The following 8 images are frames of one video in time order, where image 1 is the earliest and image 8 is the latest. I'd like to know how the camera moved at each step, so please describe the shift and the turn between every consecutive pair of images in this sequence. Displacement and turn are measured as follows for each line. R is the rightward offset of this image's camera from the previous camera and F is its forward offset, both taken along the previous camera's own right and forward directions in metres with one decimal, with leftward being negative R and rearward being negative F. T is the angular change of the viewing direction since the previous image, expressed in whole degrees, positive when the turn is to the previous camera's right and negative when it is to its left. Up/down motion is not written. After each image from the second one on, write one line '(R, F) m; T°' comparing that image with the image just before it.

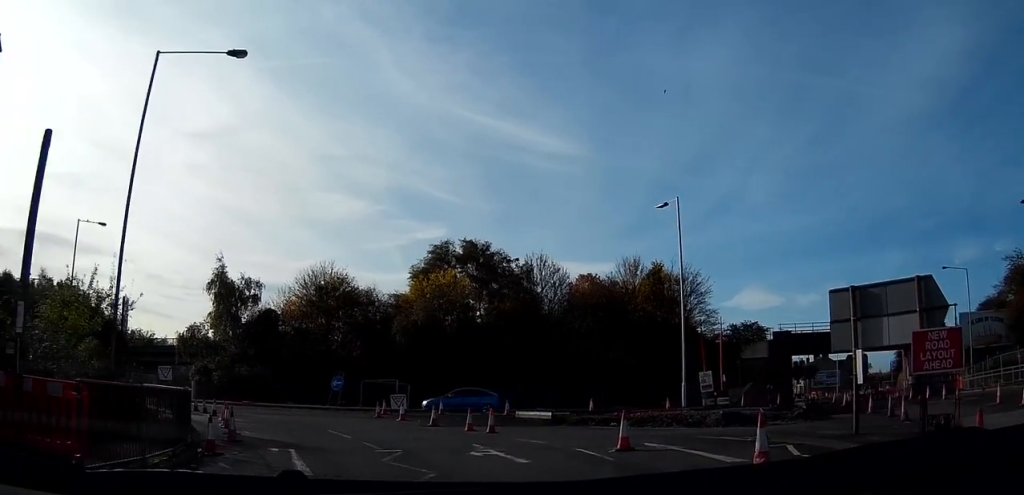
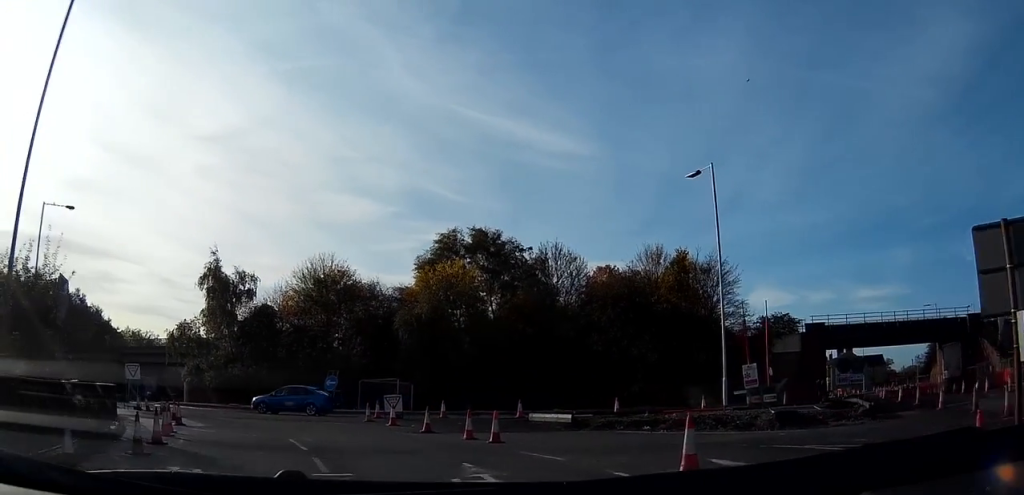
(+0.1, +5.3) m; 0°
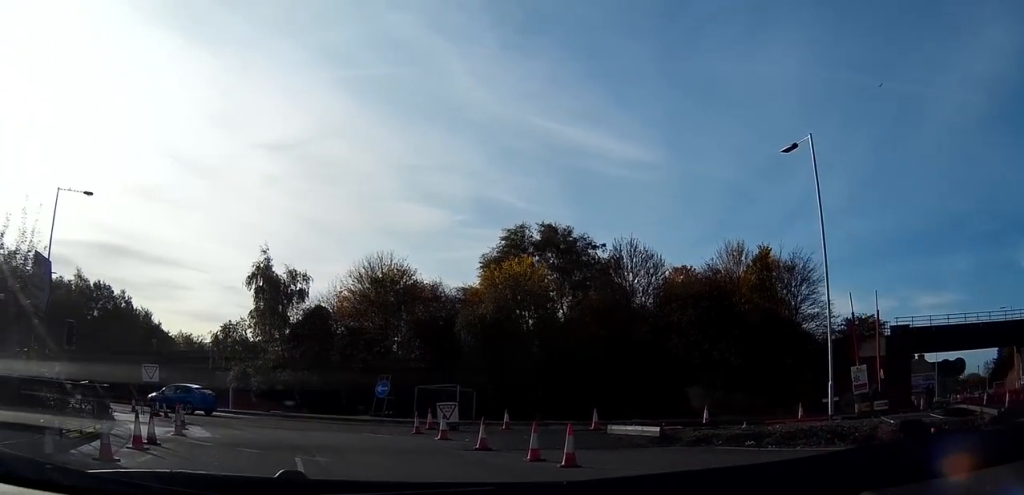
(0.0, +5.1) m; -4°
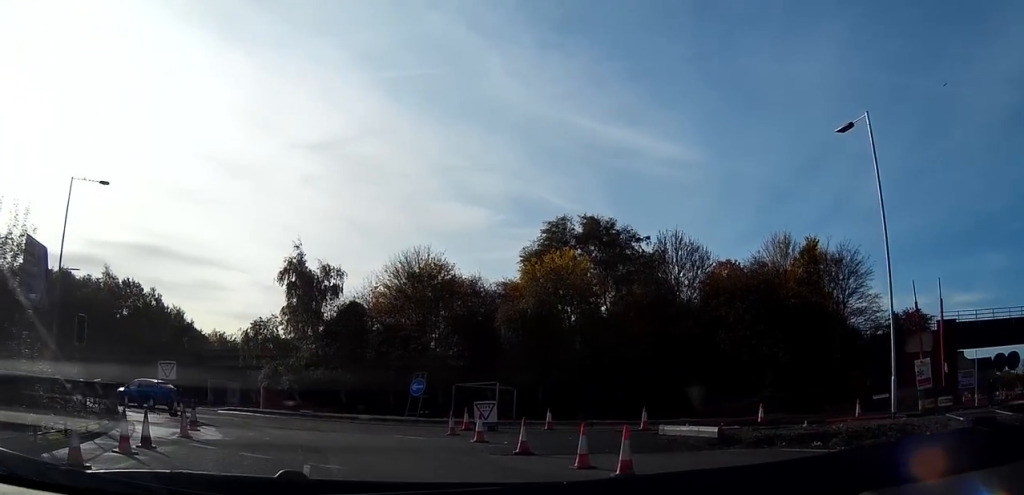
(-0.2, +2.2) m; -2°
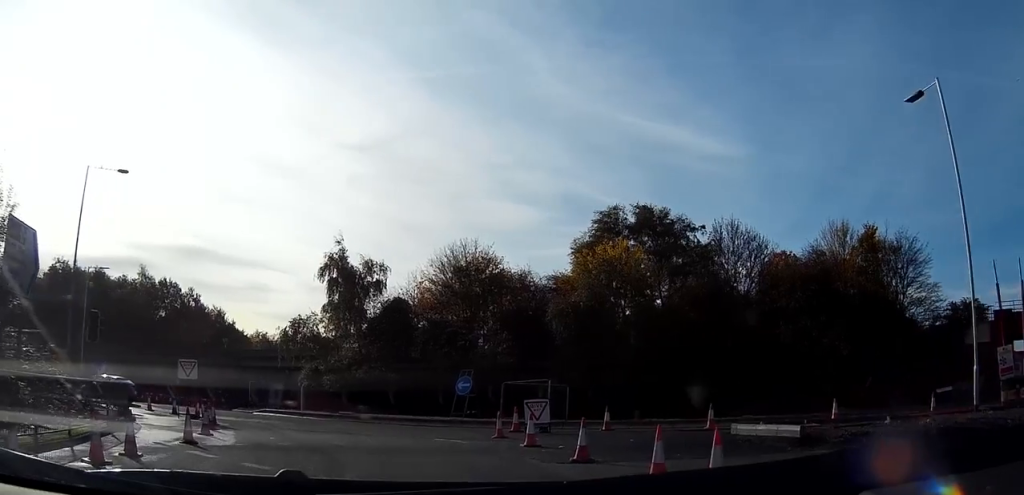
(-0.1, +2.9) m; -2°
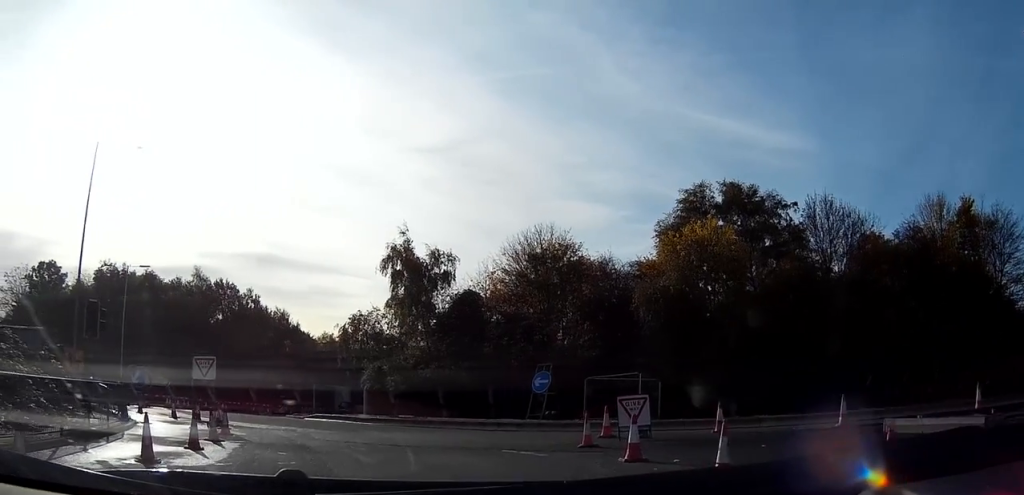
(0.0, +4.8) m; -4°
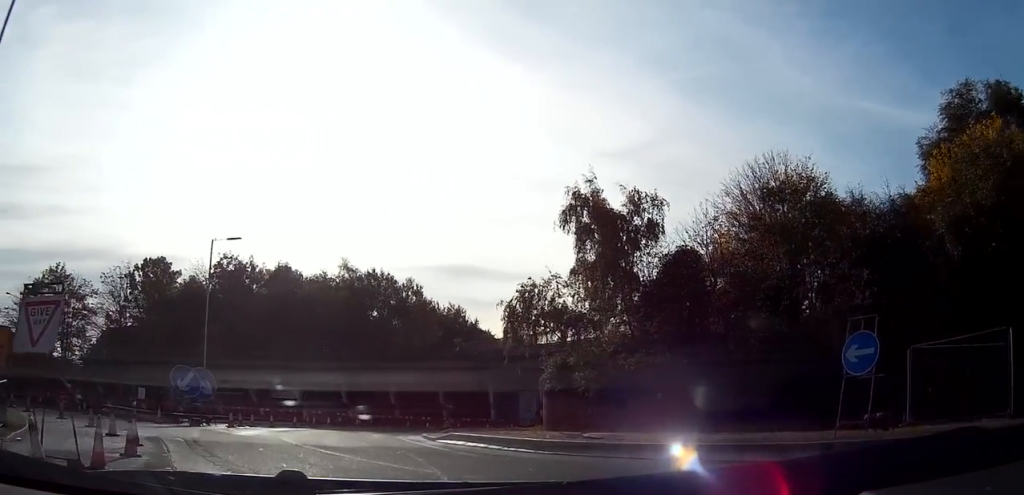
(-2.3, +14.5) m; -17°
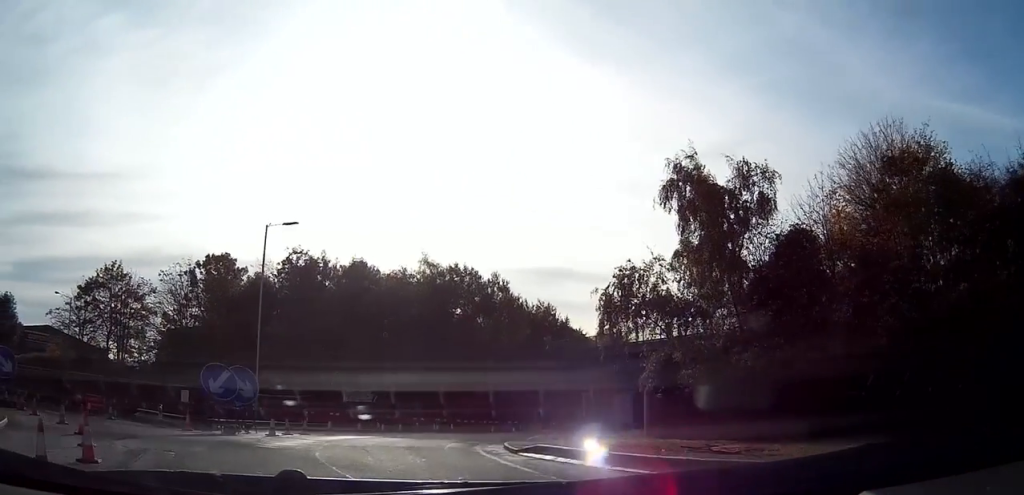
(-0.2, +4.8) m; -8°
